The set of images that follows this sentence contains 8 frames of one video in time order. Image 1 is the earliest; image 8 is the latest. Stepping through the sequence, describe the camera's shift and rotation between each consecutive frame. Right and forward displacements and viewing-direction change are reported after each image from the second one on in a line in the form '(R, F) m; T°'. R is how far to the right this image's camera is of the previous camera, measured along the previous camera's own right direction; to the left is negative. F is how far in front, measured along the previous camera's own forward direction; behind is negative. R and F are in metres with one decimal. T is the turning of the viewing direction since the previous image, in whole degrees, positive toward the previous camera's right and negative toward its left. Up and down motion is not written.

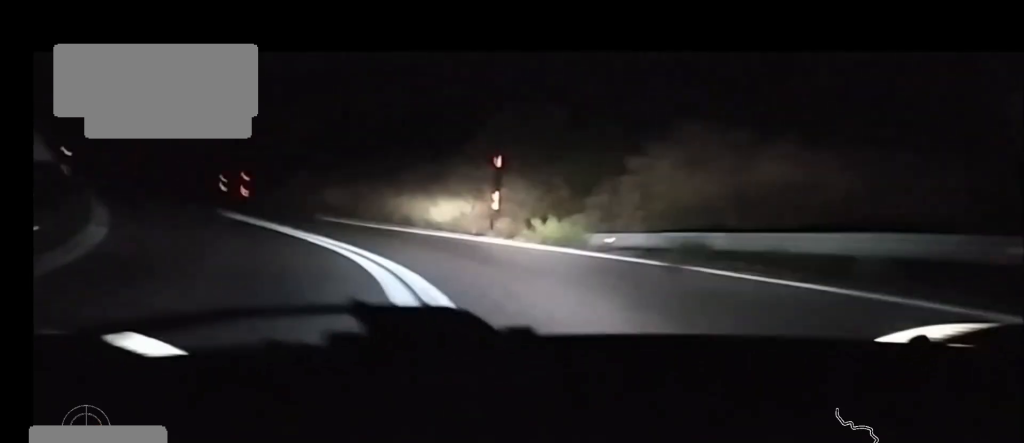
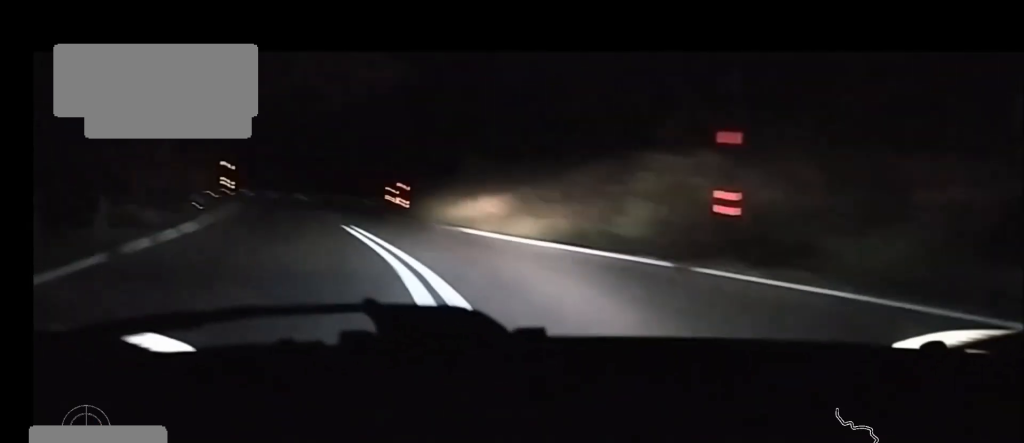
(-0.9, +8.2) m; -10°
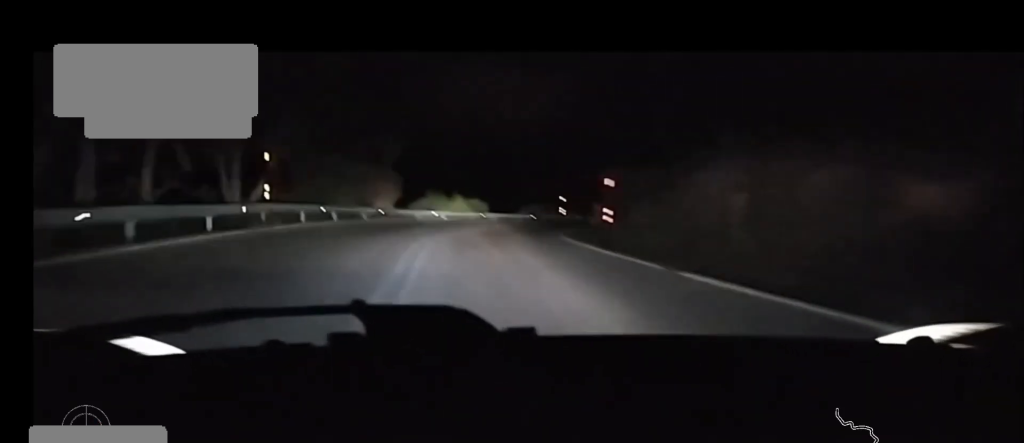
(-4.2, +24.6) m; -10°
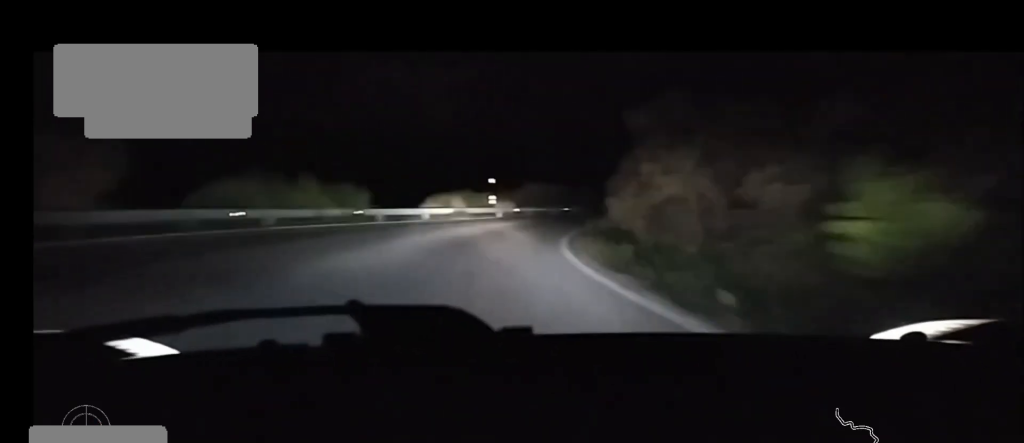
(+0.8, +23.0) m; +9°
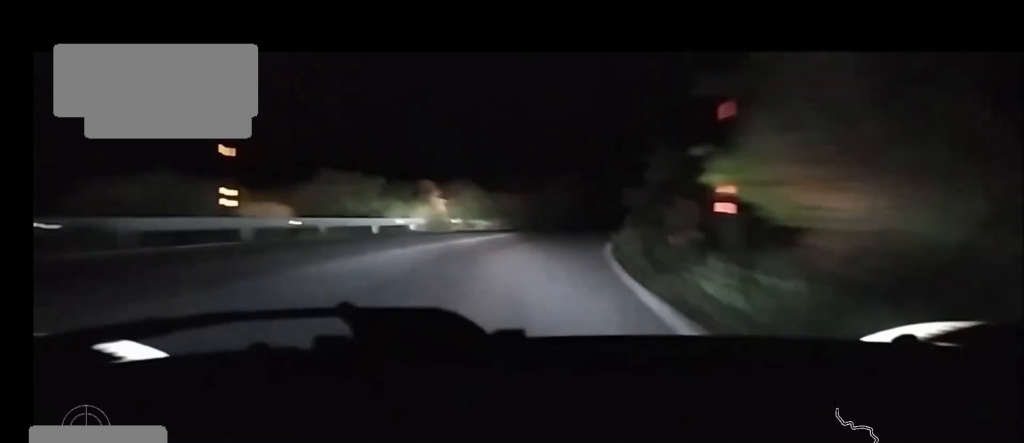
(+2.1, +21.2) m; +13°
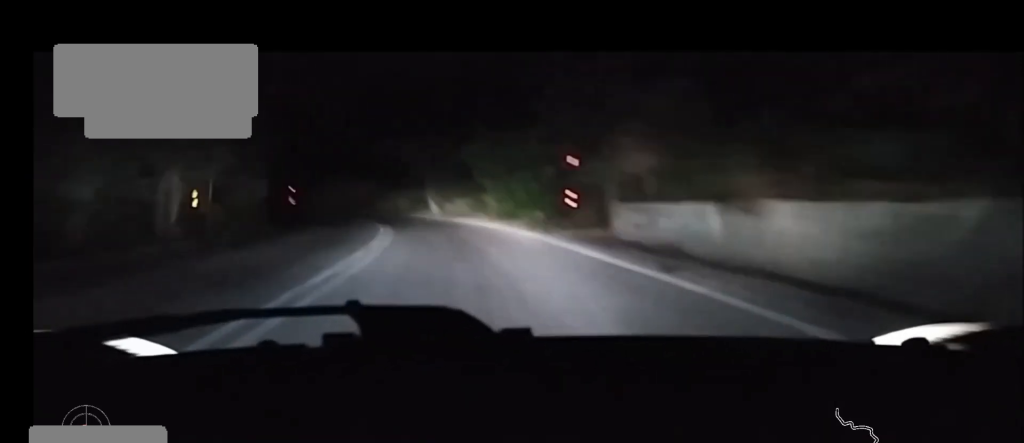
(+10.5, +59.0) m; +10°
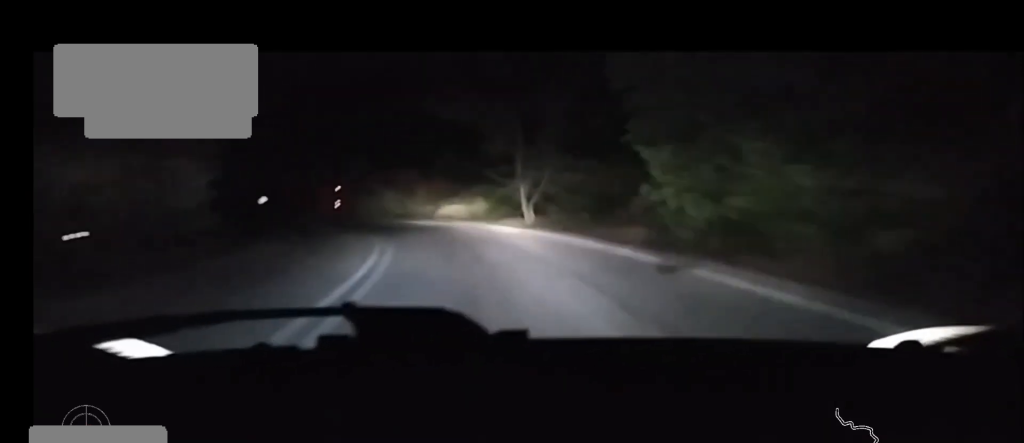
(+0.4, +18.0) m; -5°
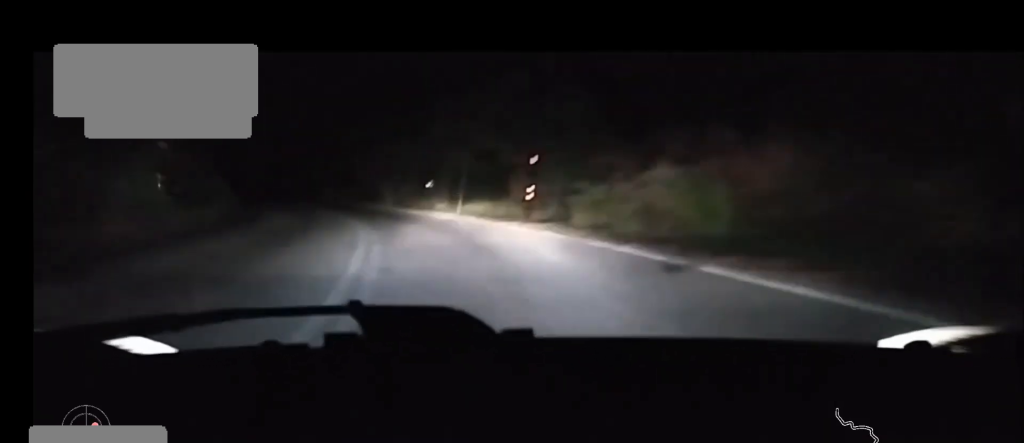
(-4.7, +29.7) m; -17°
